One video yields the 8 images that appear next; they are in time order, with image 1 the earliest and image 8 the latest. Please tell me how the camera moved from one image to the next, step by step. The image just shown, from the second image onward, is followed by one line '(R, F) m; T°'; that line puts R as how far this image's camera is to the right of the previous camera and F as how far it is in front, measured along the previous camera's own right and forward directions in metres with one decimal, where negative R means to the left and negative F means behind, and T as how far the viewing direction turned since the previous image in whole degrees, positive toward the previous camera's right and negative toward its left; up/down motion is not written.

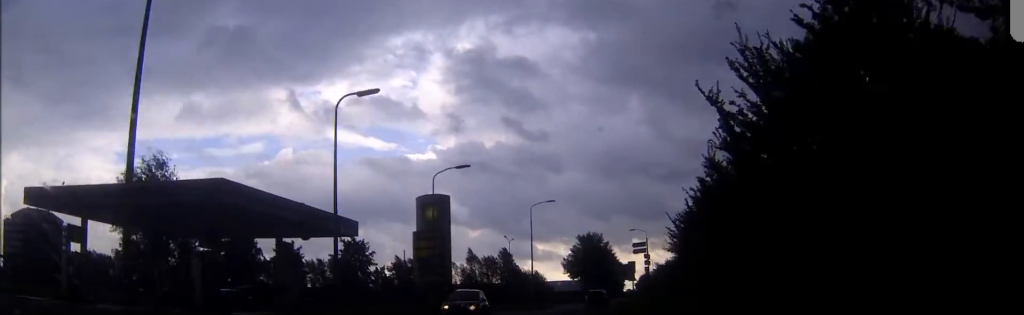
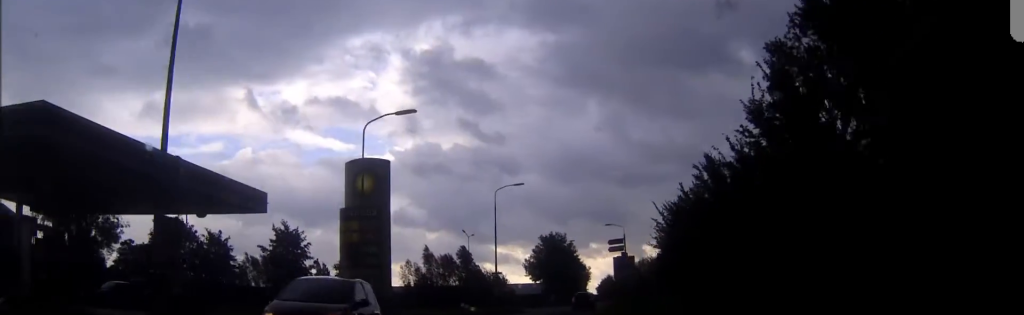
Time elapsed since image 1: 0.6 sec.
(+0.6, +11.2) m; +3°
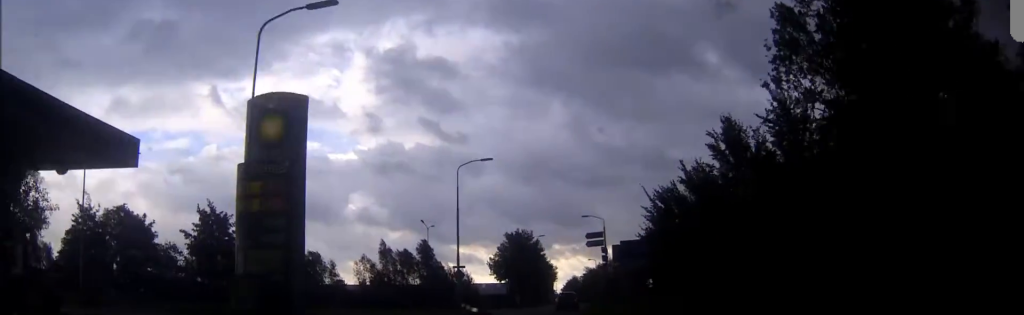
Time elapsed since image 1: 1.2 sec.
(+0.2, +9.8) m; +3°
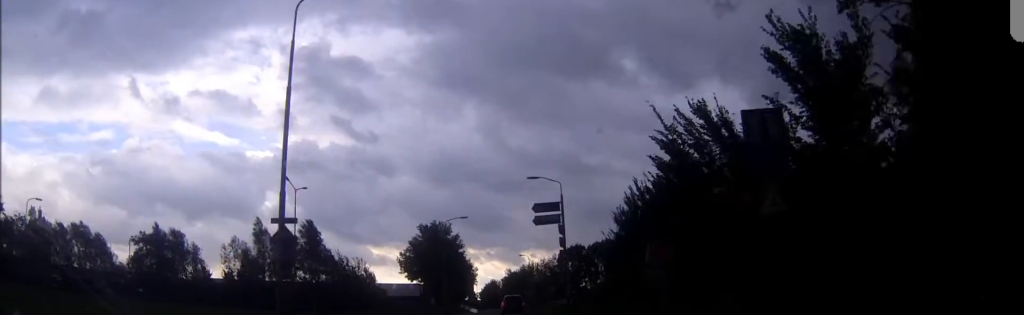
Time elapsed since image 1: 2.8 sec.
(+1.4, +26.3) m; +6°
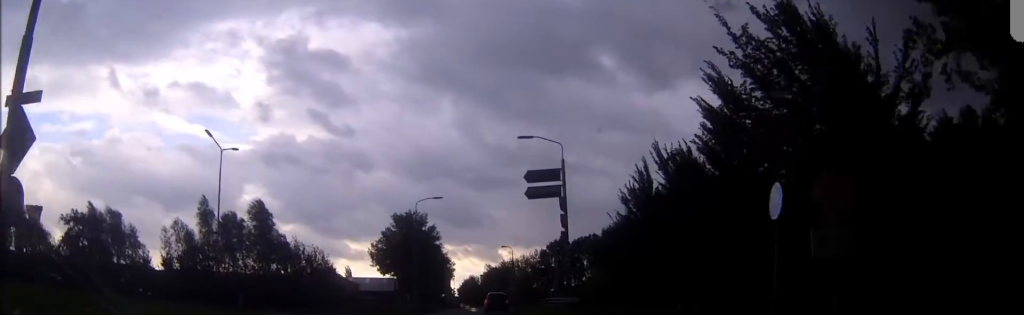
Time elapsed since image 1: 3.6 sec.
(+0.3, +12.6) m; +2°
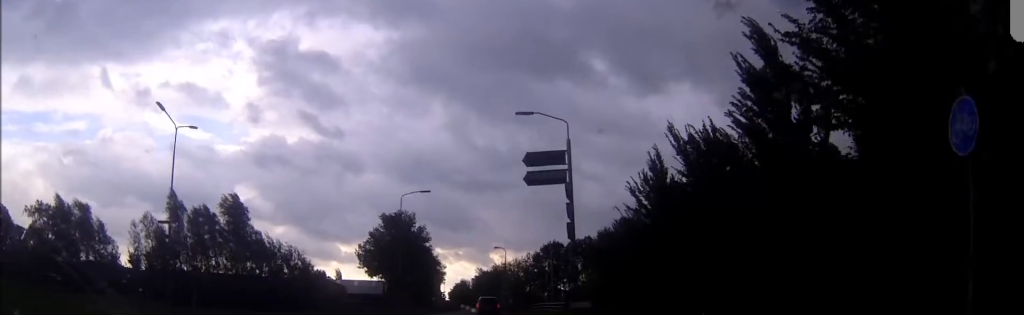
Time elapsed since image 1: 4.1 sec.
(0.0, +6.3) m; +1°
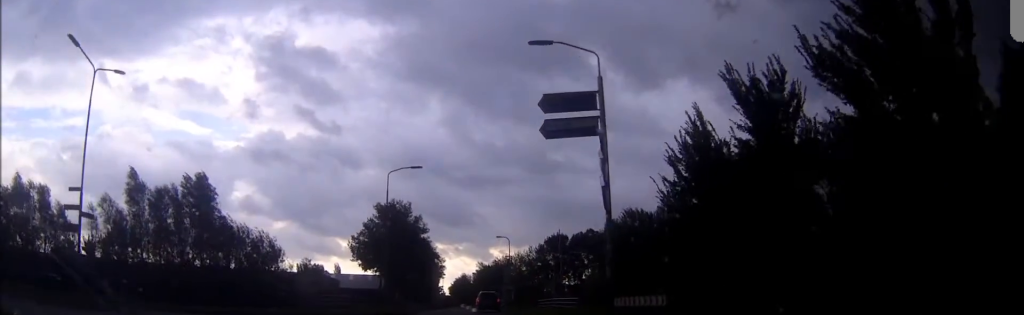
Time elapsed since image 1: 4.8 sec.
(+0.1, +9.7) m; -1°
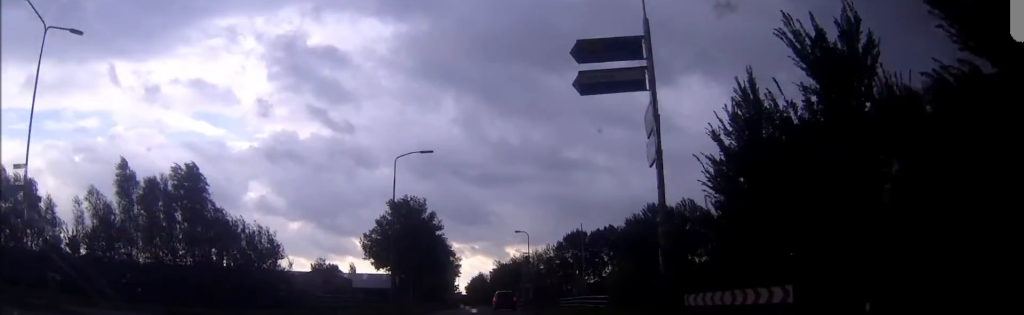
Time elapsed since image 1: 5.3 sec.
(0.0, +5.7) m; -1°
